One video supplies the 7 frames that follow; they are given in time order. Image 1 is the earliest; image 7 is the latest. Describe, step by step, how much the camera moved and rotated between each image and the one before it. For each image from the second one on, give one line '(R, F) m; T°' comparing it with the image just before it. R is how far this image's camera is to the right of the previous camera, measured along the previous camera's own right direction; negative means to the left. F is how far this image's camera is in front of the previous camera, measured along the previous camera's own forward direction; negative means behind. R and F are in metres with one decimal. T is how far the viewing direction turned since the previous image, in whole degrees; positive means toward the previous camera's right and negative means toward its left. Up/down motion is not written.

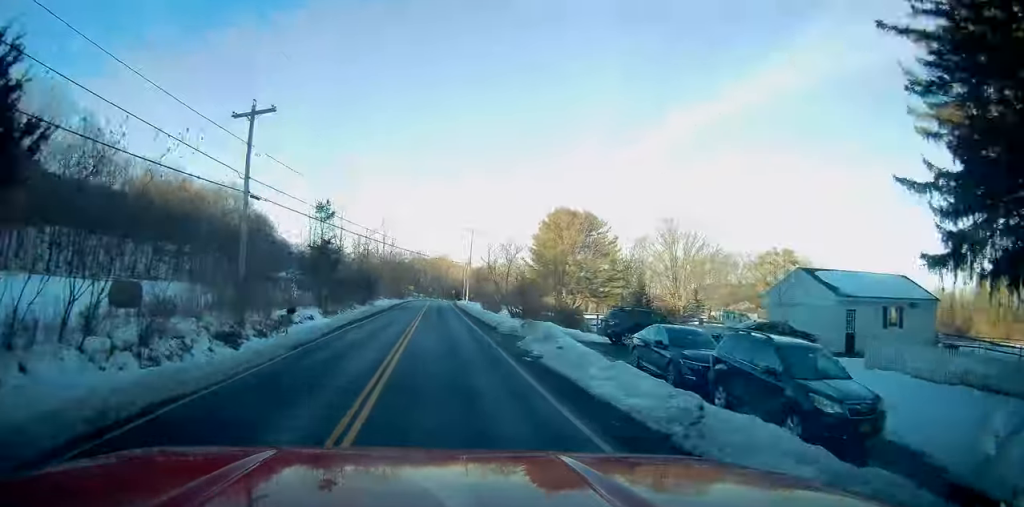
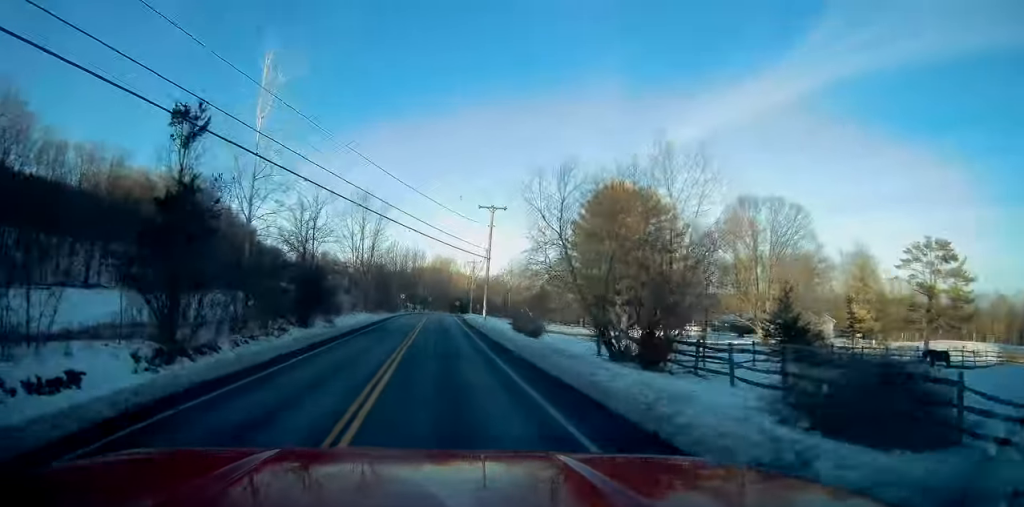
(+0.1, +26.5) m; 0°
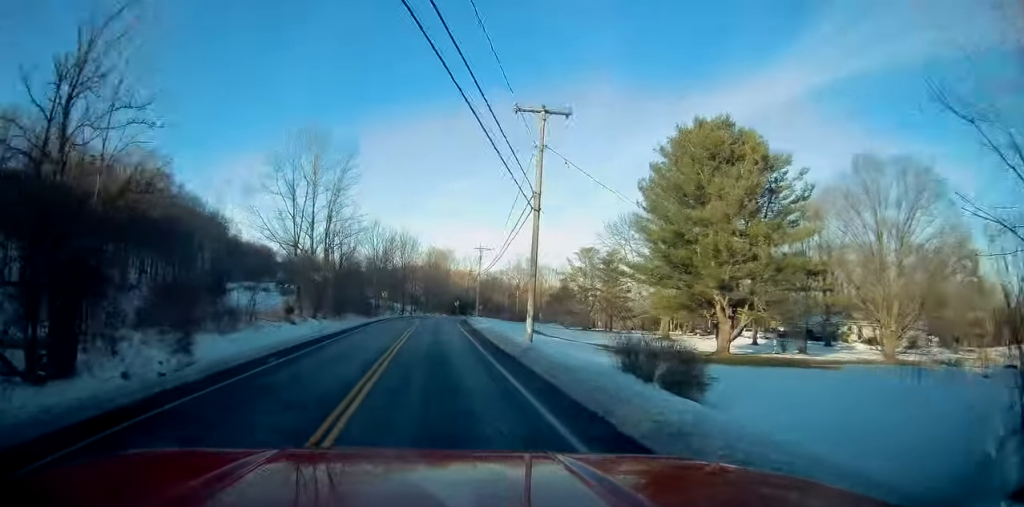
(0.0, +24.8) m; 0°
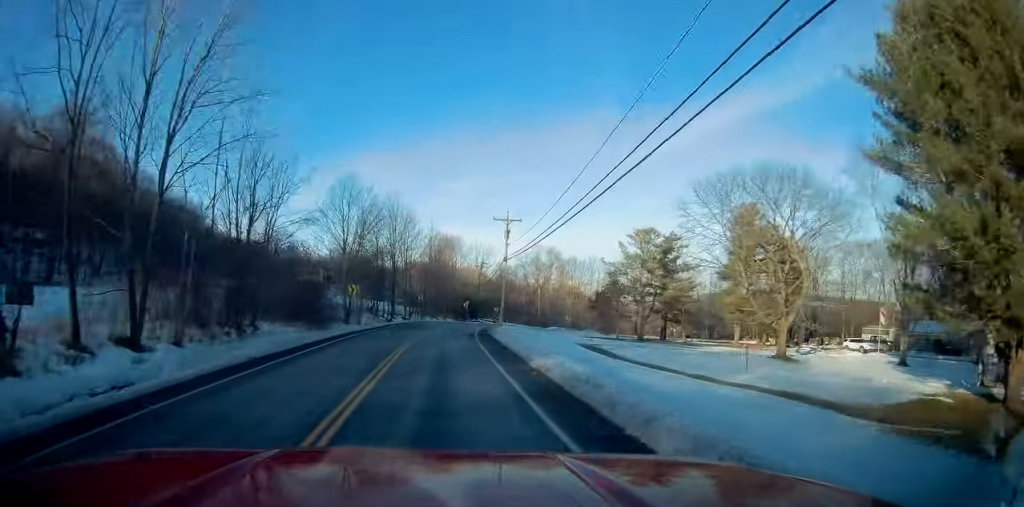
(+0.2, +26.2) m; +1°
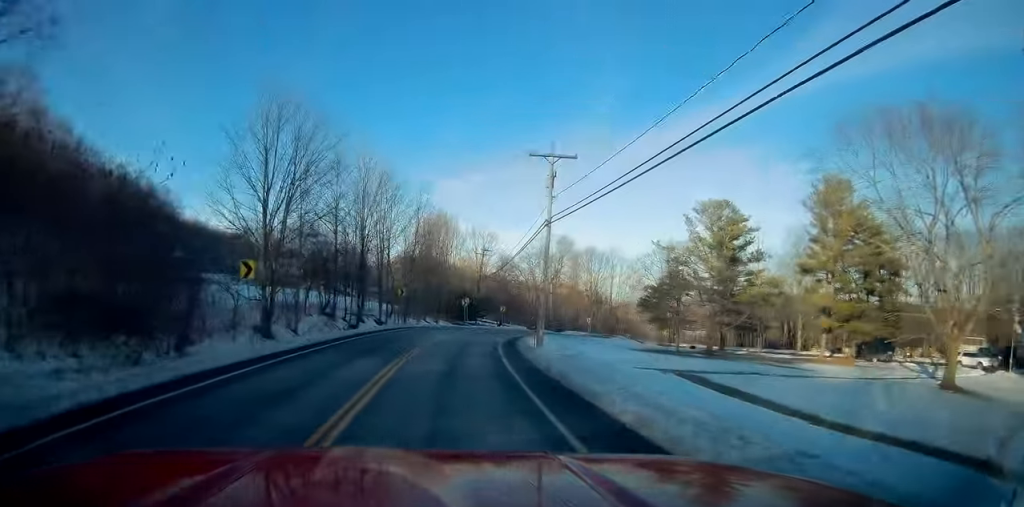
(0.0, +21.4) m; +1°
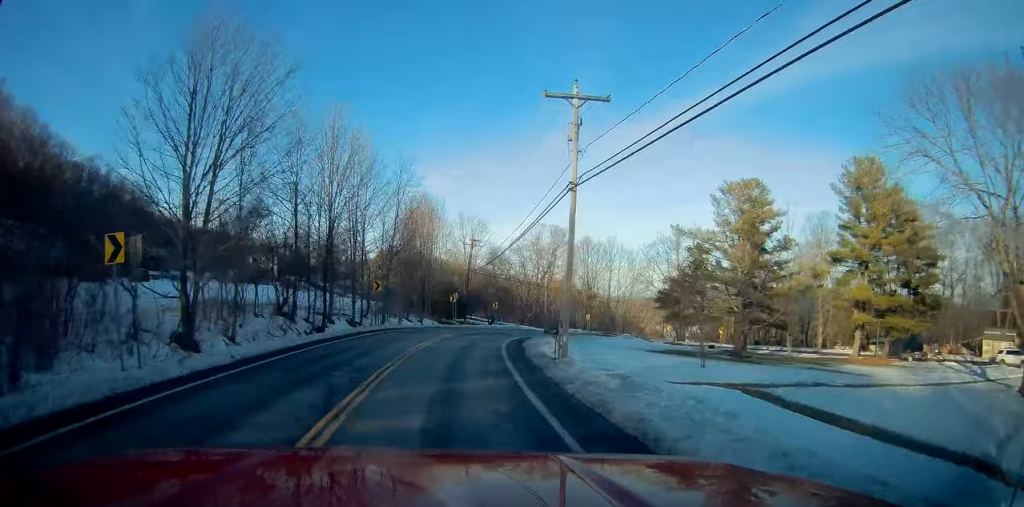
(+0.1, +7.6) m; +2°
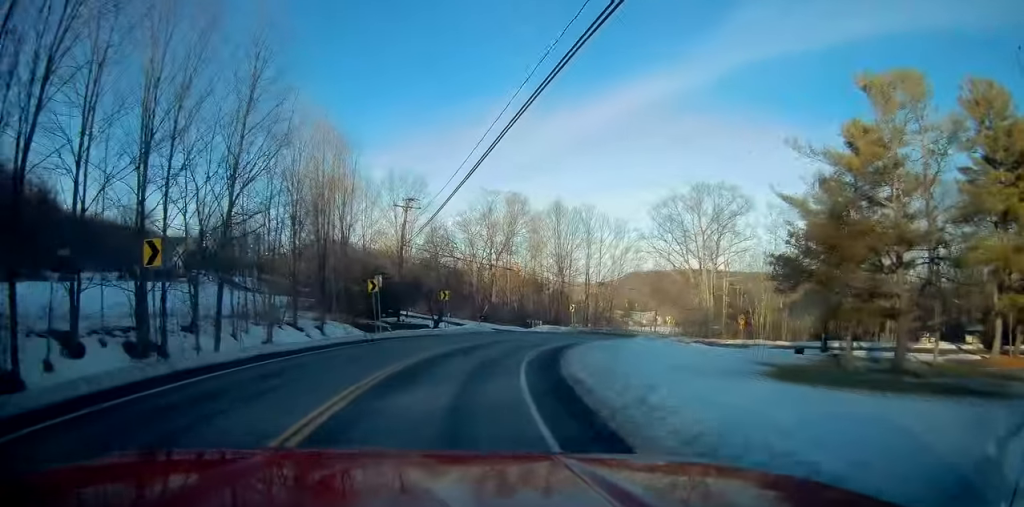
(+1.1, +24.0) m; +8°
